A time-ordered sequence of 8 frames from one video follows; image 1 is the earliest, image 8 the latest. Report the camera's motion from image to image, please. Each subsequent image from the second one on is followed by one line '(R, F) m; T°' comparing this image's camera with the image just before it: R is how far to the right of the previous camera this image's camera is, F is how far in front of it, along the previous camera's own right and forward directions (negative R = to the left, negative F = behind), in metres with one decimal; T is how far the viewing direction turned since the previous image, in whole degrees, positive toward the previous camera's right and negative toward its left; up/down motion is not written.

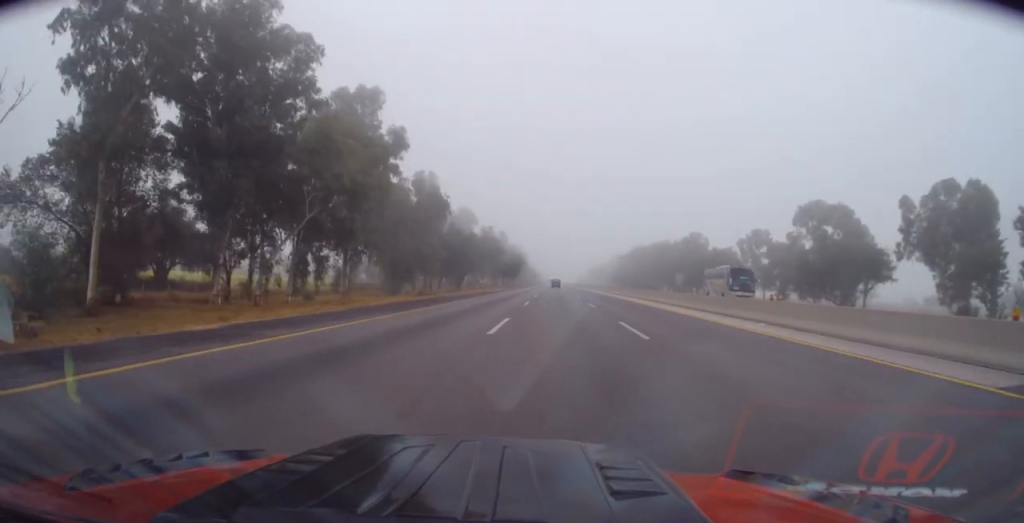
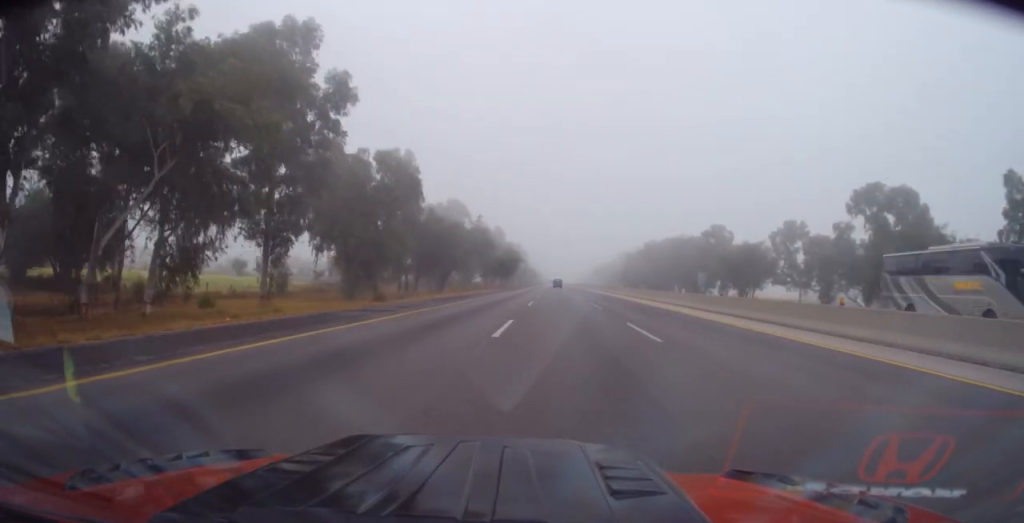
(+0.2, +18.5) m; +1°
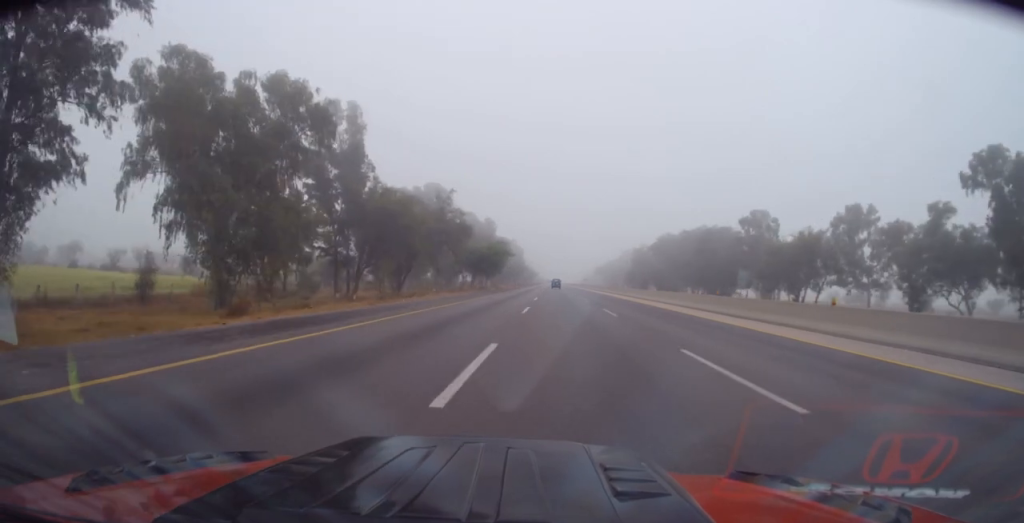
(+0.1, +25.4) m; 0°
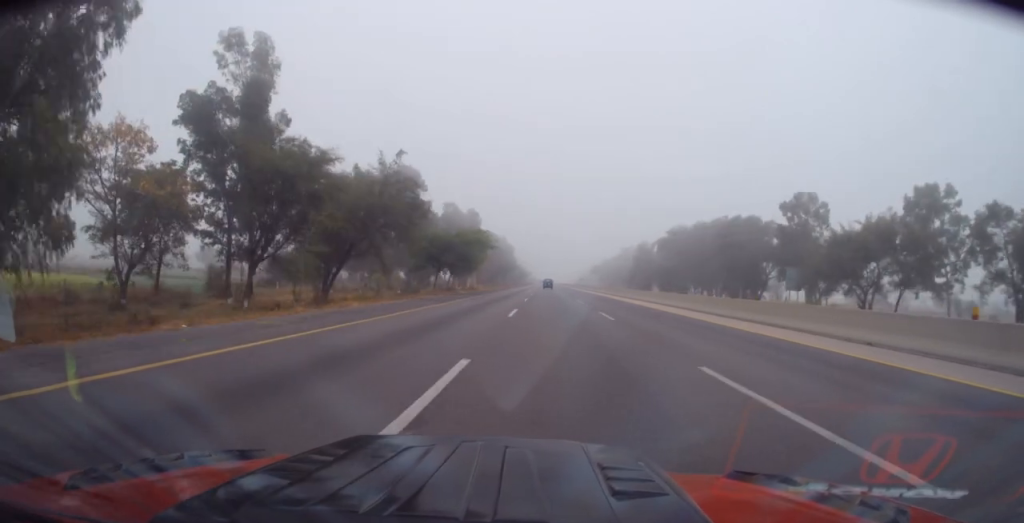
(-0.1, +20.3) m; 0°
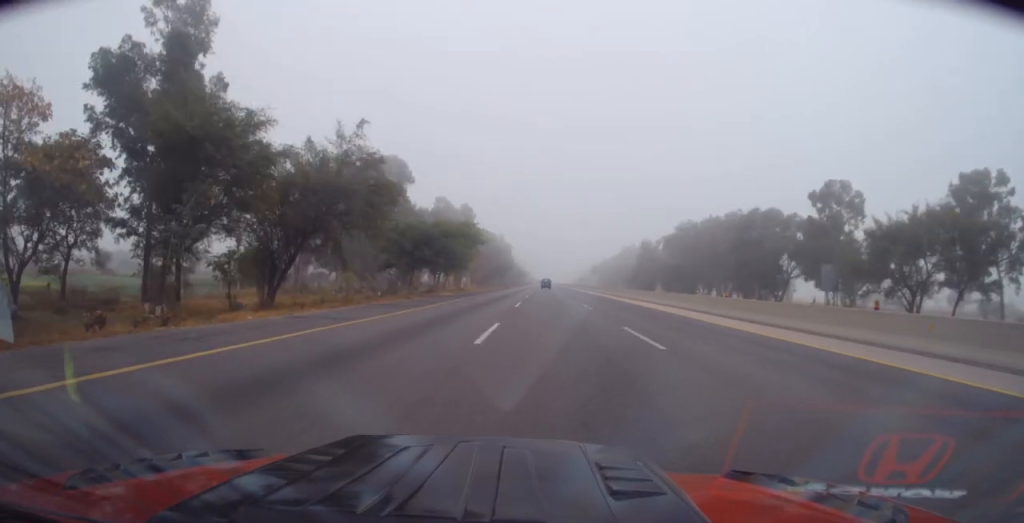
(0.0, +10.2) m; 0°
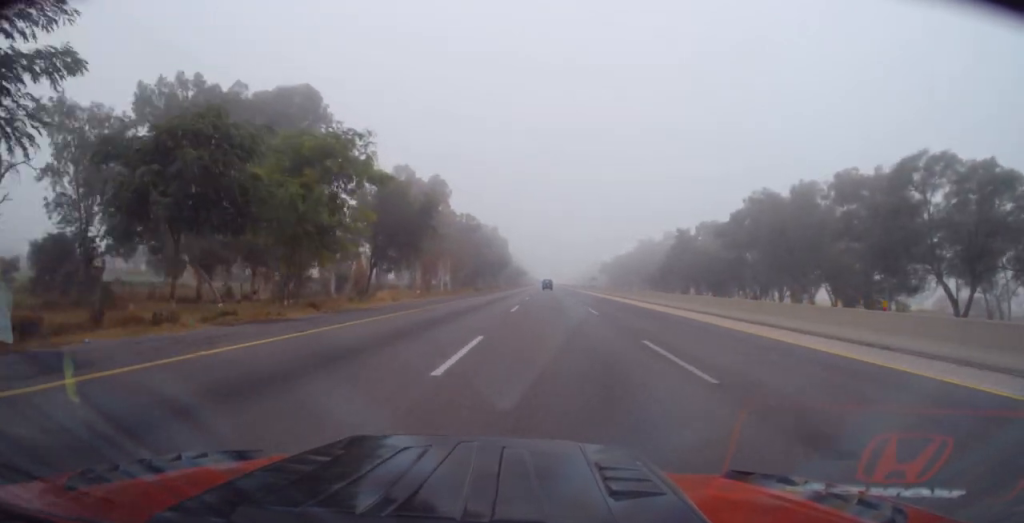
(+0.8, +39.9) m; +1°
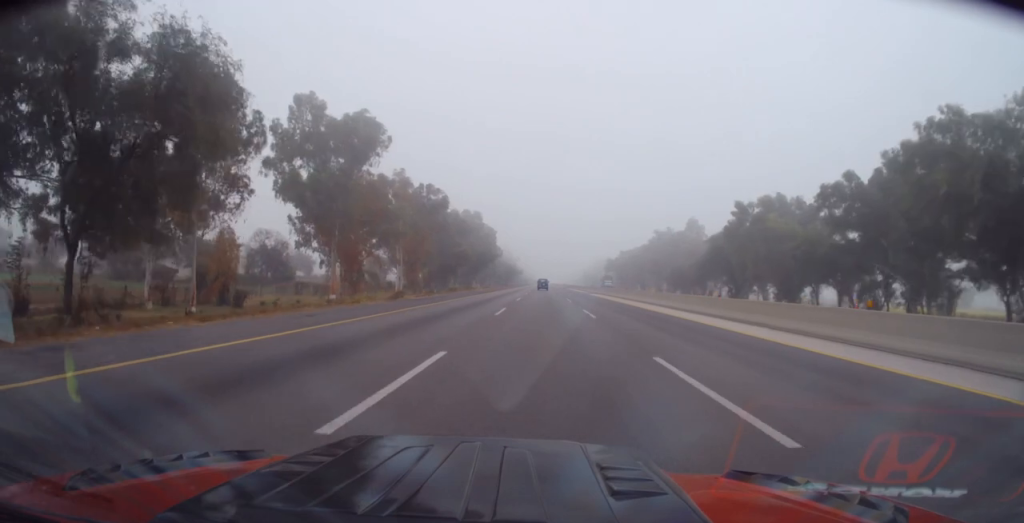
(-0.7, +39.1) m; -1°
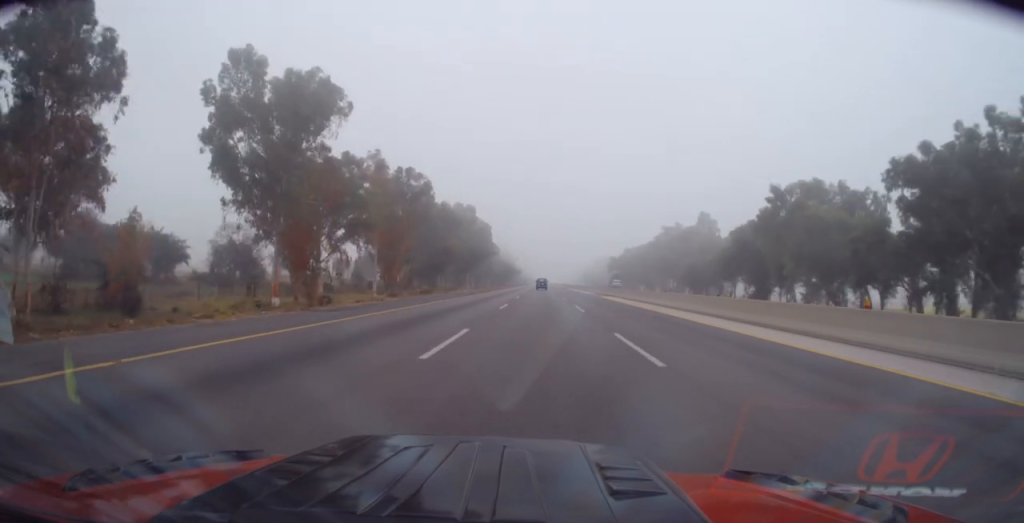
(0.0, +13.2) m; 0°
